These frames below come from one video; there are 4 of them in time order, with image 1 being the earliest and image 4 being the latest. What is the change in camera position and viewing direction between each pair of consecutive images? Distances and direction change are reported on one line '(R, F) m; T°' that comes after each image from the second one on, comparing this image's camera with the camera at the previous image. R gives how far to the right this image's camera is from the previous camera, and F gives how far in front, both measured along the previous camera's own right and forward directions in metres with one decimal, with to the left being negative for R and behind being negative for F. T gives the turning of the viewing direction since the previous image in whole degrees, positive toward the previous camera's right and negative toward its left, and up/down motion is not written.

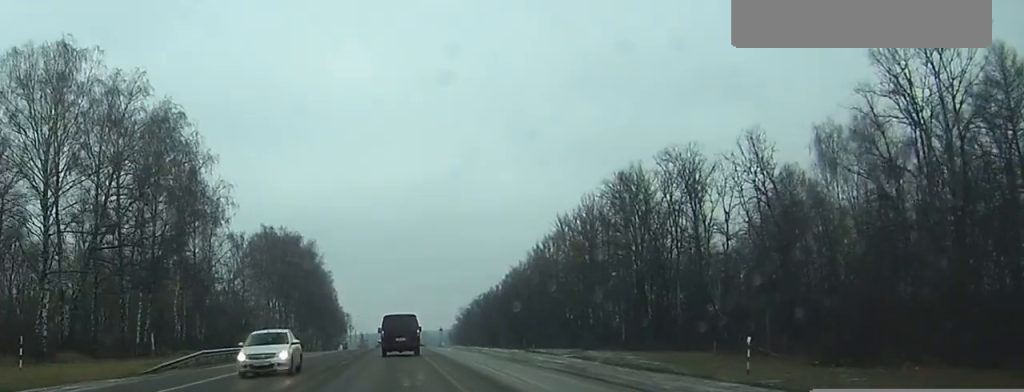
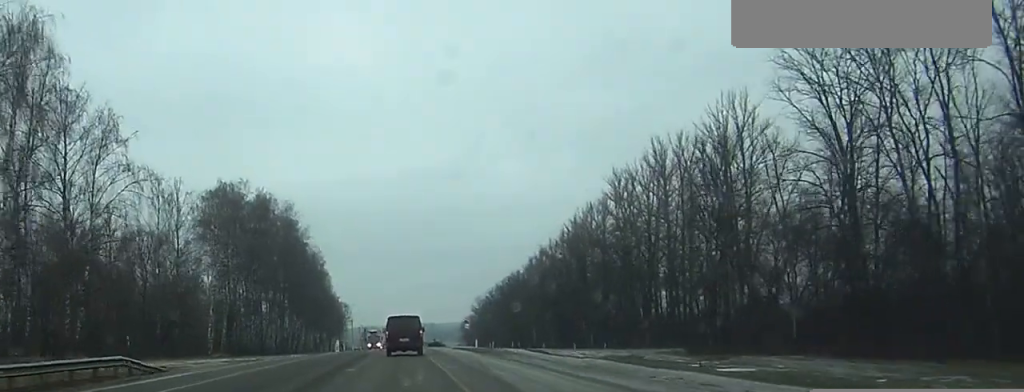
(-0.2, +49.4) m; -1°
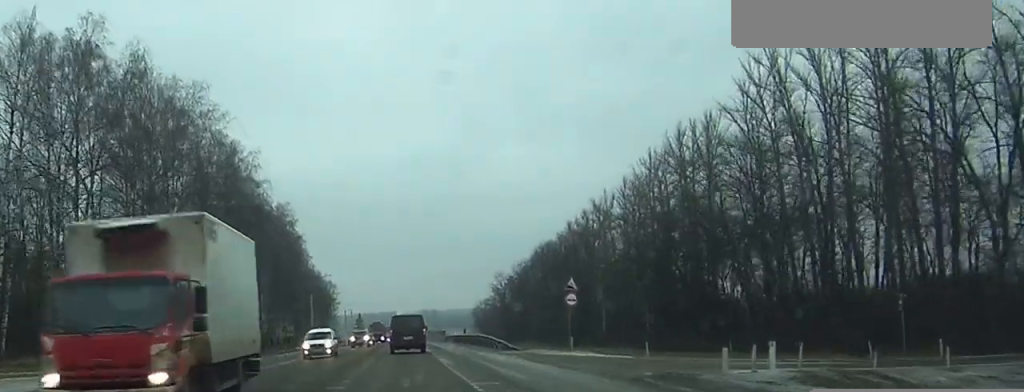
(-1.0, +67.1) m; -1°
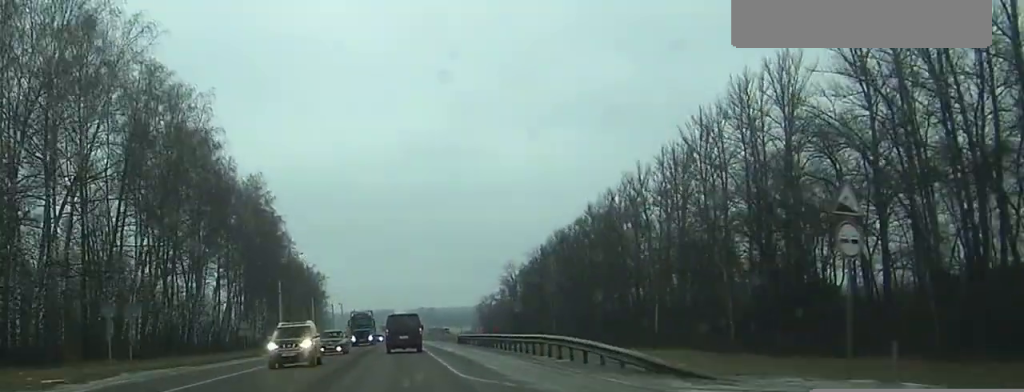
(0.0, +28.0) m; 0°
